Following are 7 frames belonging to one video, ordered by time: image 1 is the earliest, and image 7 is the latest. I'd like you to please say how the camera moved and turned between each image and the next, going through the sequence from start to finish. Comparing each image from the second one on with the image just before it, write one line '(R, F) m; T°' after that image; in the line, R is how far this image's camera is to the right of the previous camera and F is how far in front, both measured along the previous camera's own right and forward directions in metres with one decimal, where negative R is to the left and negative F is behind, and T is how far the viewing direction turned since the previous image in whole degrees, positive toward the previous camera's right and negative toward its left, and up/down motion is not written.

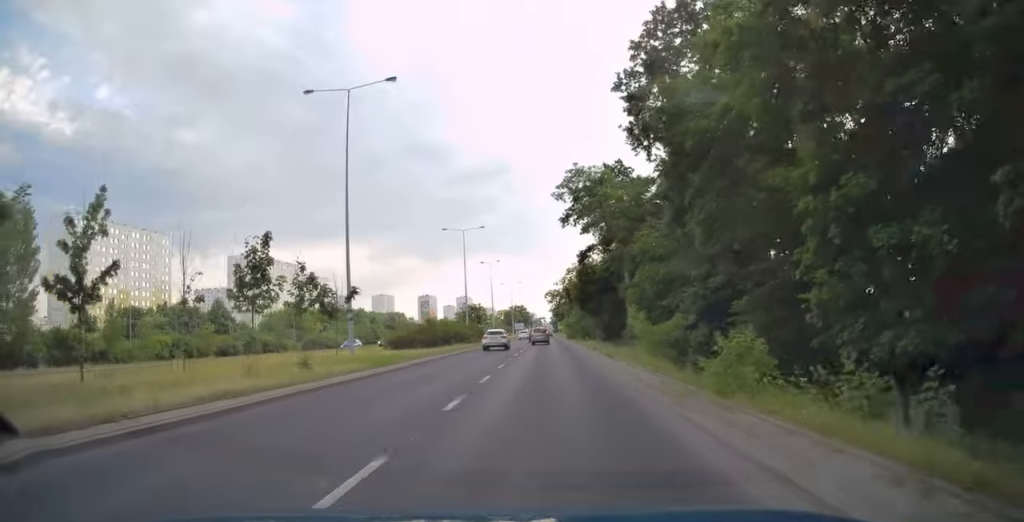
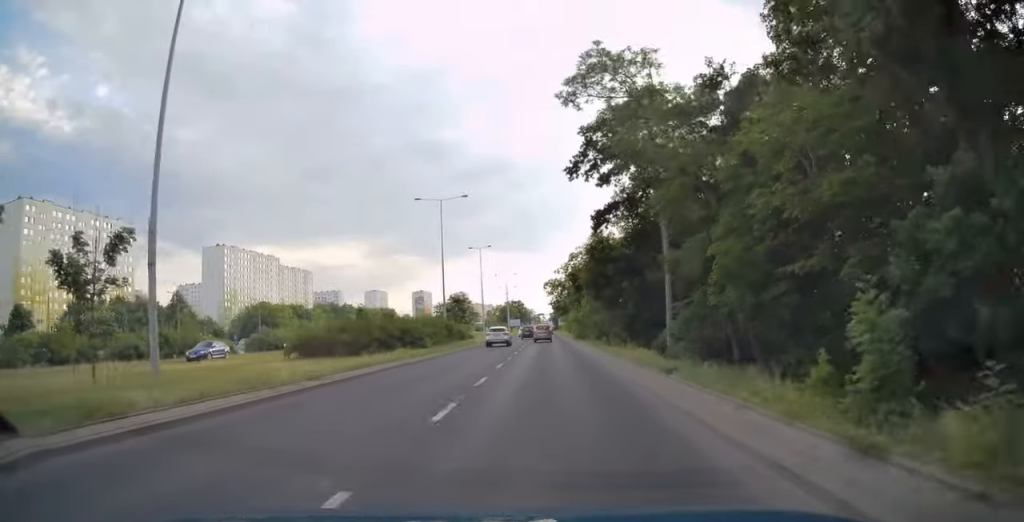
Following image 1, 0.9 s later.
(-0.1, +19.2) m; 0°
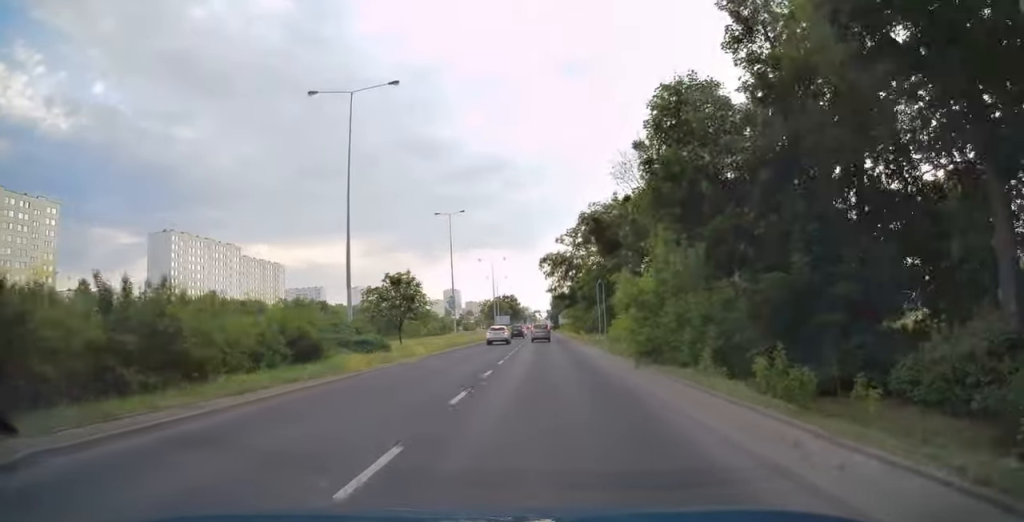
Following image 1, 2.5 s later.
(-0.1, +33.6) m; 0°
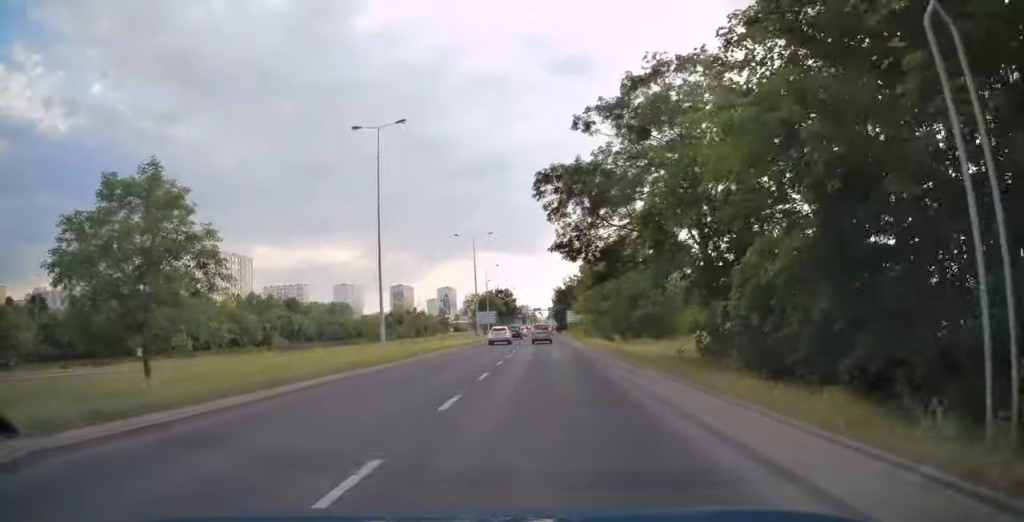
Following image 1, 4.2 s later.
(+0.6, +36.1) m; +1°
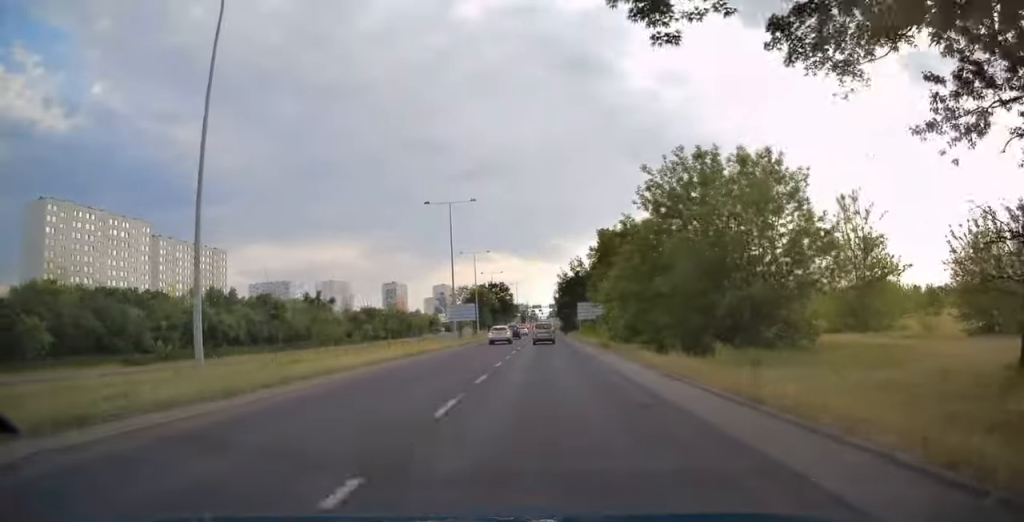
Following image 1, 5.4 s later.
(0.0, +24.5) m; 0°
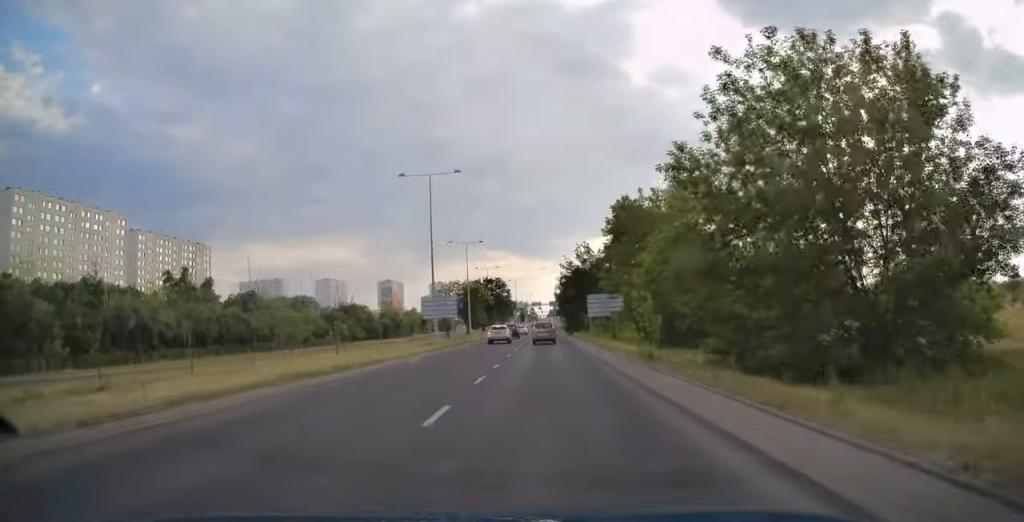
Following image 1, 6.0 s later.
(0.0, +12.8) m; 0°
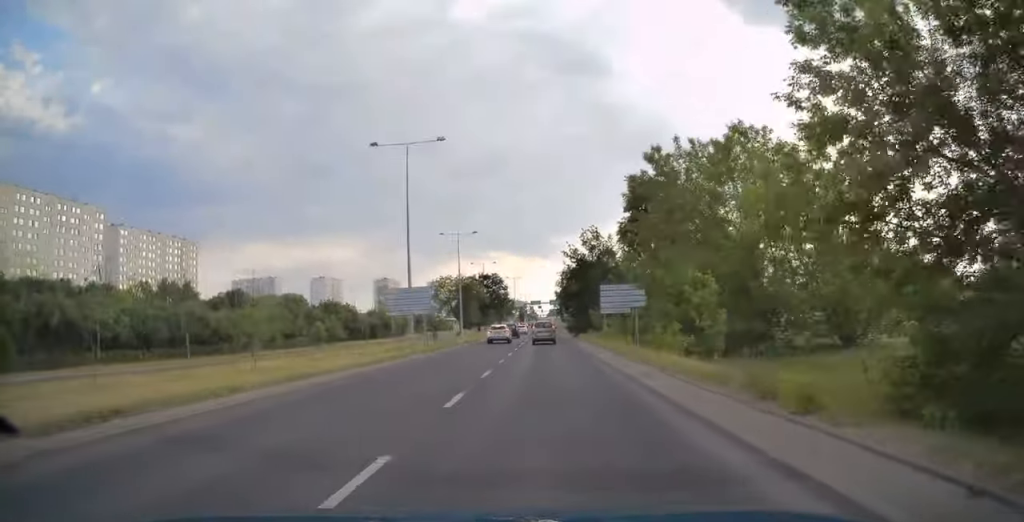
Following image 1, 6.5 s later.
(0.0, +10.0) m; 0°
